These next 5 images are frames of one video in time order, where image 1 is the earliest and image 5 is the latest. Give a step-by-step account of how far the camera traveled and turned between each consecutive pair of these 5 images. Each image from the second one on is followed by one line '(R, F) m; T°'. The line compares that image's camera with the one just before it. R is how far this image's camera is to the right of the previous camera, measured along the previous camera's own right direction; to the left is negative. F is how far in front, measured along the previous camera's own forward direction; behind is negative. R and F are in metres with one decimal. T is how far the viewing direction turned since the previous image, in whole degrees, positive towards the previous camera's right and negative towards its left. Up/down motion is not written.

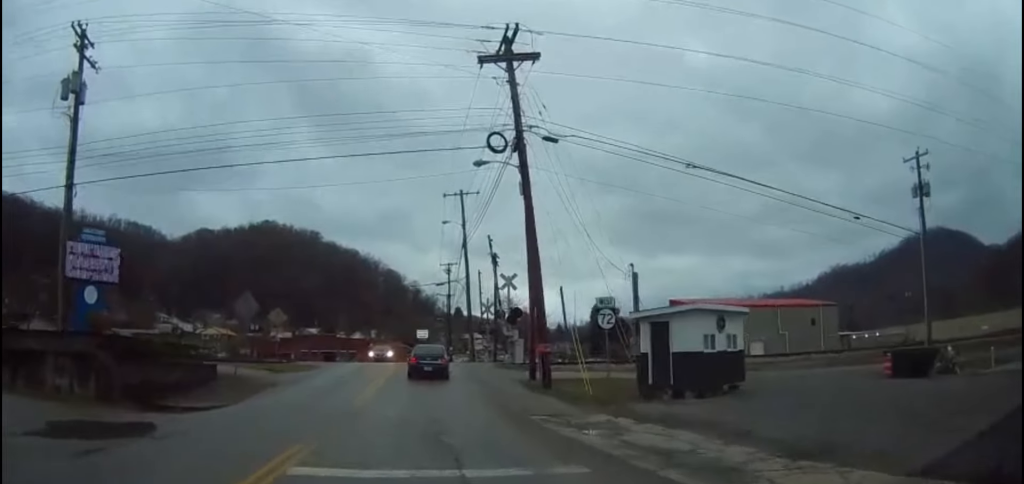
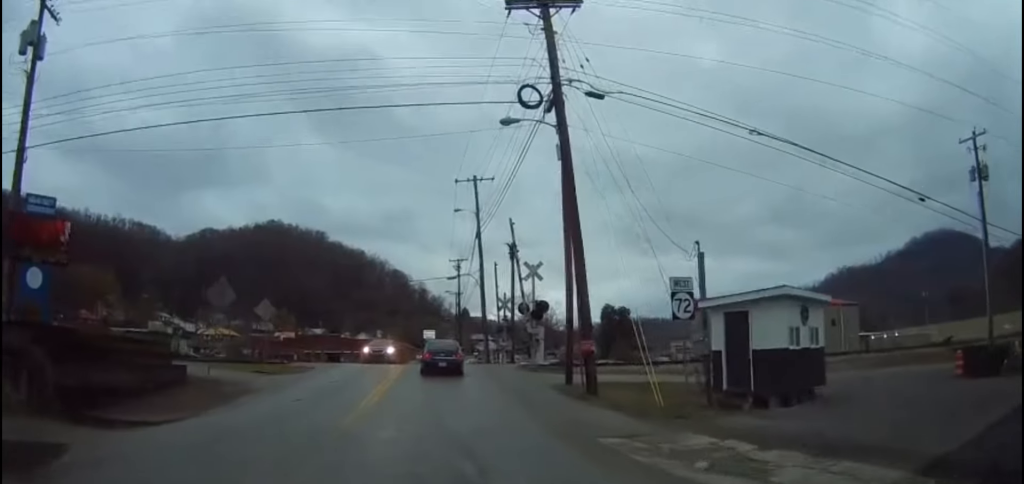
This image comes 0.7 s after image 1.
(-0.1, +4.8) m; -3°
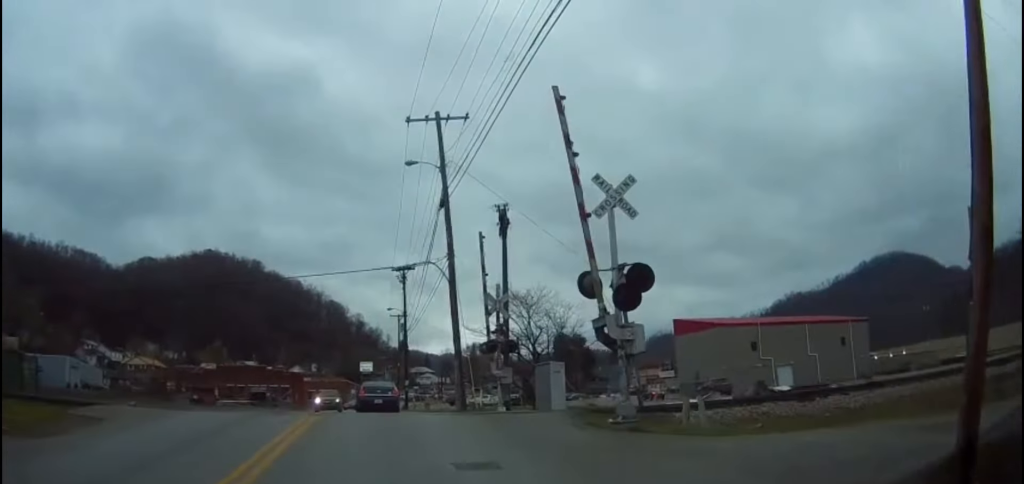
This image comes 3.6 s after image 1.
(+0.7, +18.9) m; +9°
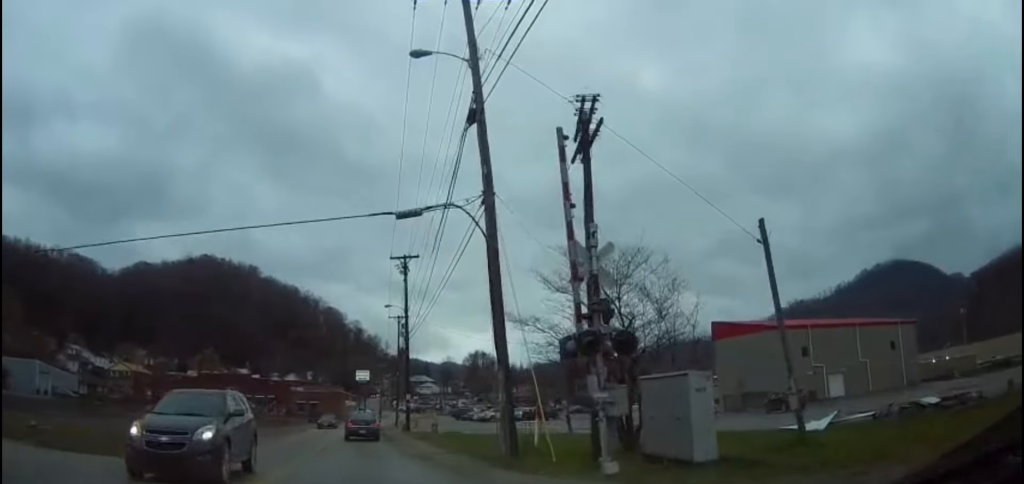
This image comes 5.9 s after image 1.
(-0.8, +12.8) m; -4°
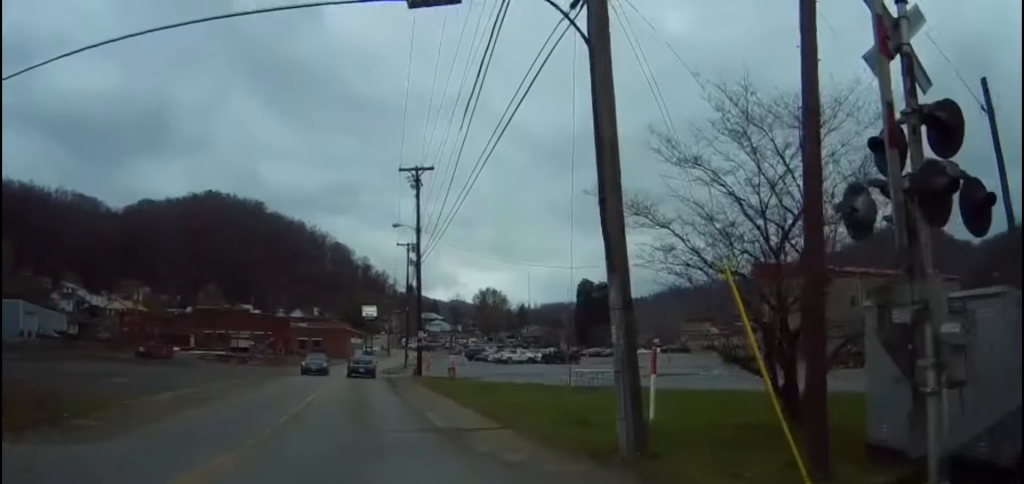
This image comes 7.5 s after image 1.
(+0.3, +8.9) m; +1°
